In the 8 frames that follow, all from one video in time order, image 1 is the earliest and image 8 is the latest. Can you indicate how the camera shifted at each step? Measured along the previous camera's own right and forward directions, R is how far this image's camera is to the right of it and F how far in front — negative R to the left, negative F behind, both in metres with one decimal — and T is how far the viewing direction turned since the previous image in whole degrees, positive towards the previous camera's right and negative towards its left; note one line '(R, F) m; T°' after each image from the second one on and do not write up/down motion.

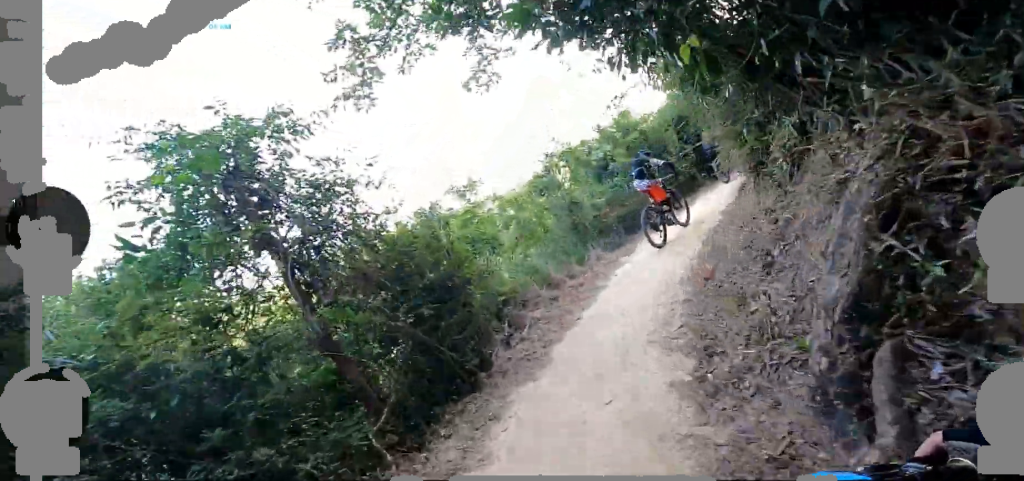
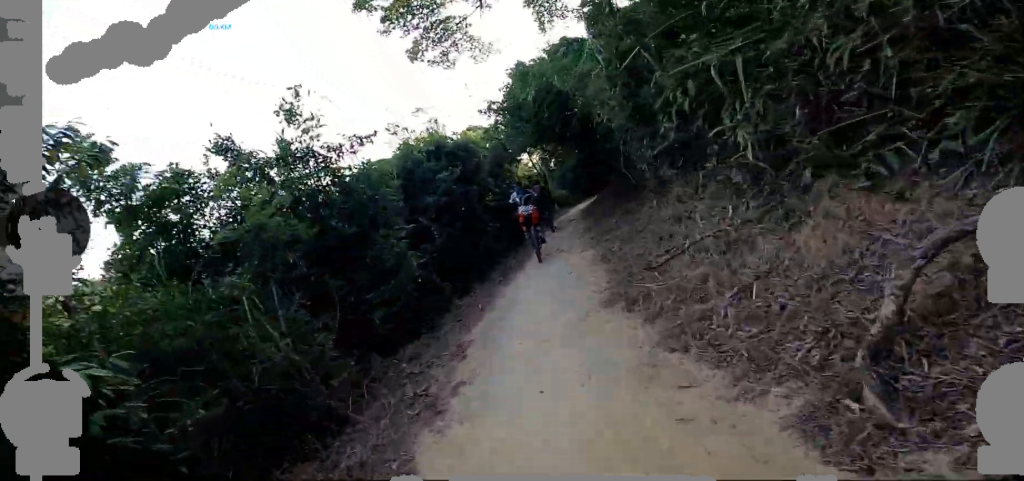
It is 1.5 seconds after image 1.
(+3.3, +7.8) m; +29°
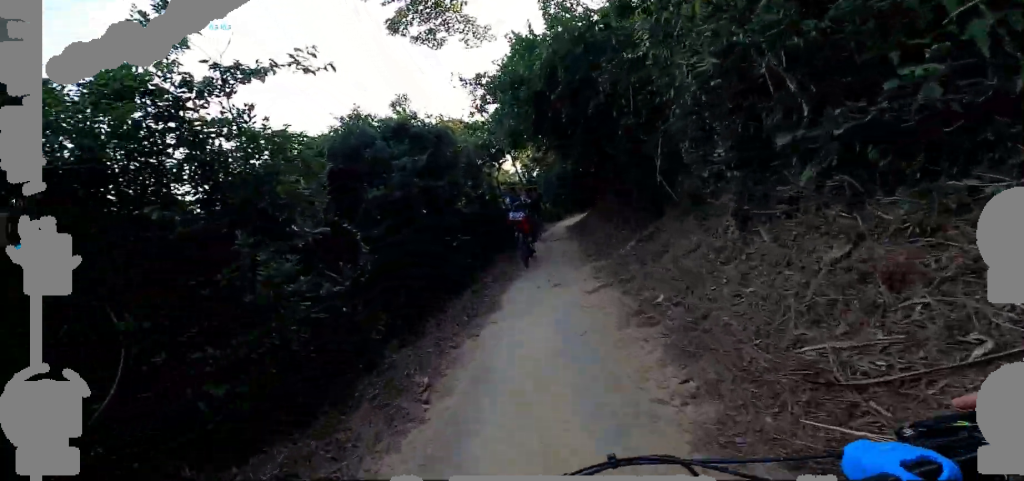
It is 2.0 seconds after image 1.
(-0.2, +2.9) m; +3°
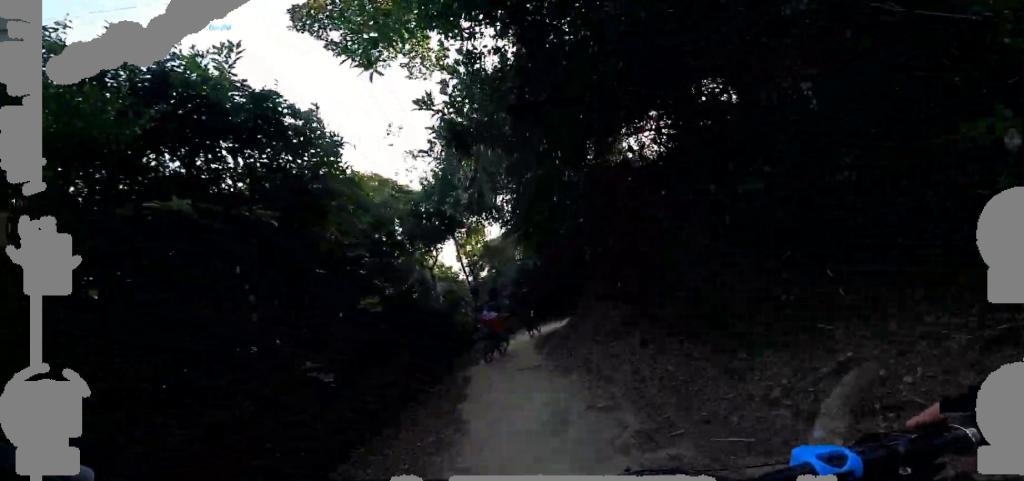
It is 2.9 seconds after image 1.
(-0.1, +5.1) m; +10°
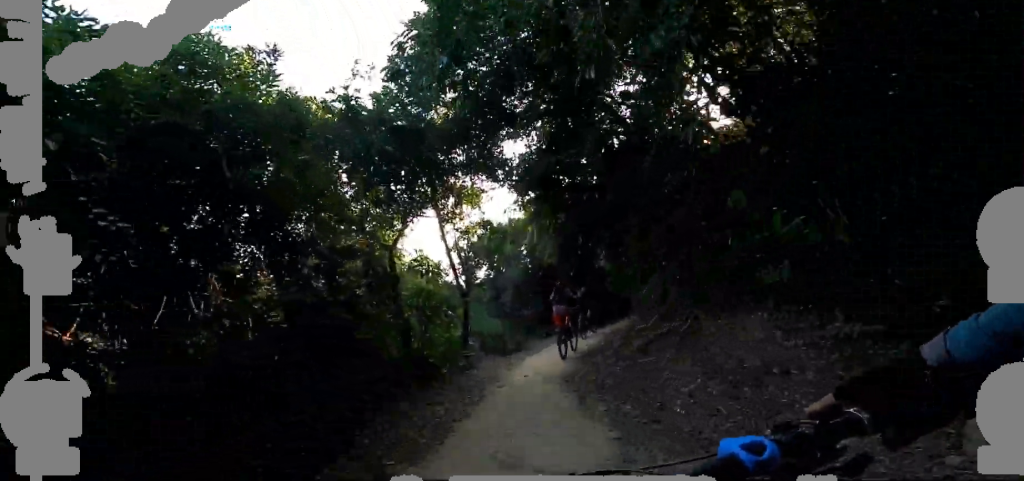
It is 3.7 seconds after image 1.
(+0.8, +4.0) m; +15°
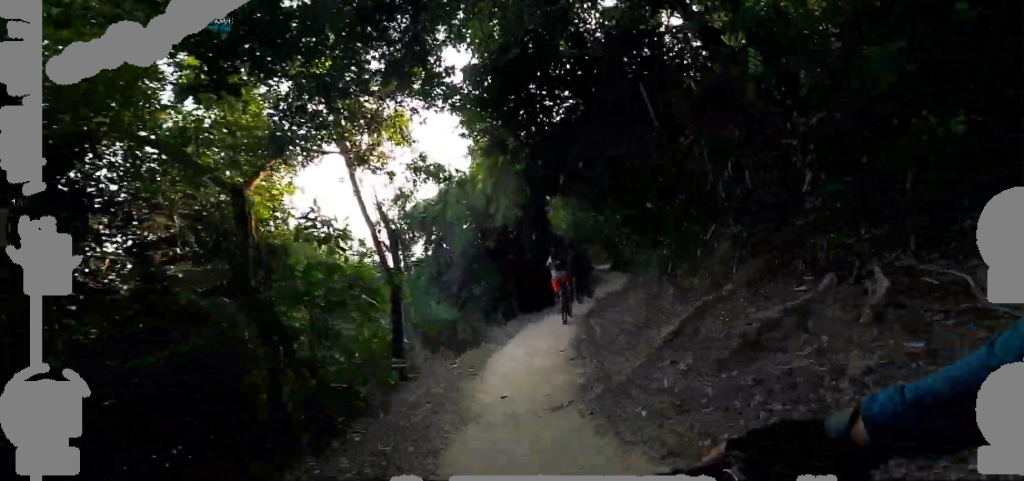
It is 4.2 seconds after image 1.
(+0.2, +2.4) m; +3°
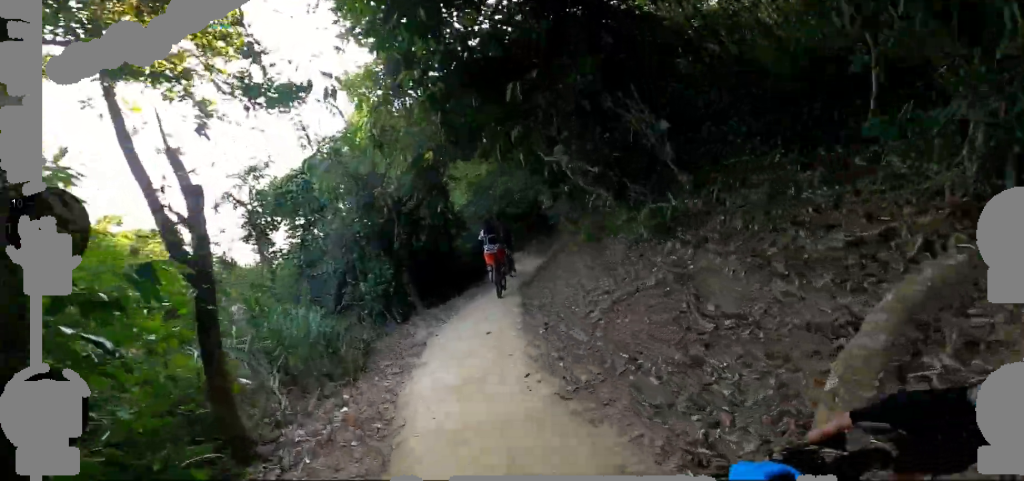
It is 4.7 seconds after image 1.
(+0.1, +2.0) m; +2°
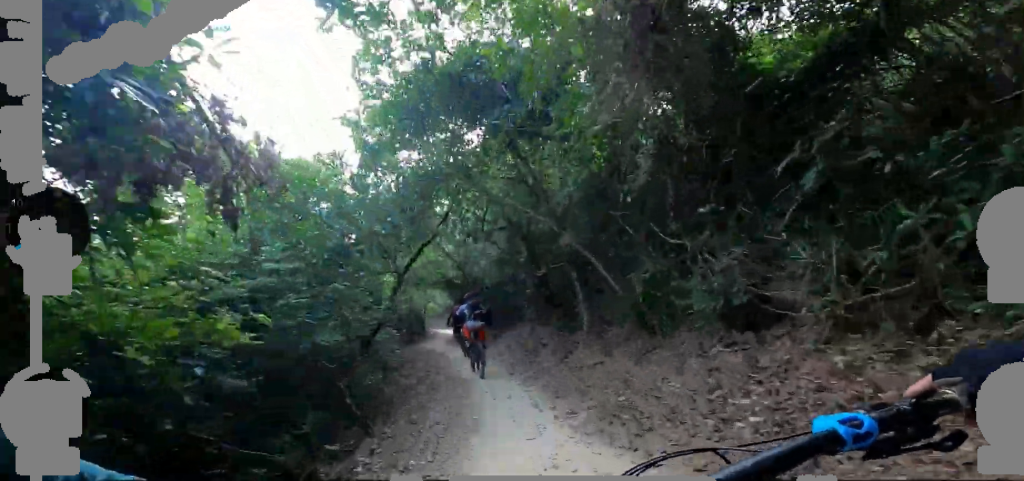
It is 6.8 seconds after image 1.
(+1.2, +9.0) m; +28°
